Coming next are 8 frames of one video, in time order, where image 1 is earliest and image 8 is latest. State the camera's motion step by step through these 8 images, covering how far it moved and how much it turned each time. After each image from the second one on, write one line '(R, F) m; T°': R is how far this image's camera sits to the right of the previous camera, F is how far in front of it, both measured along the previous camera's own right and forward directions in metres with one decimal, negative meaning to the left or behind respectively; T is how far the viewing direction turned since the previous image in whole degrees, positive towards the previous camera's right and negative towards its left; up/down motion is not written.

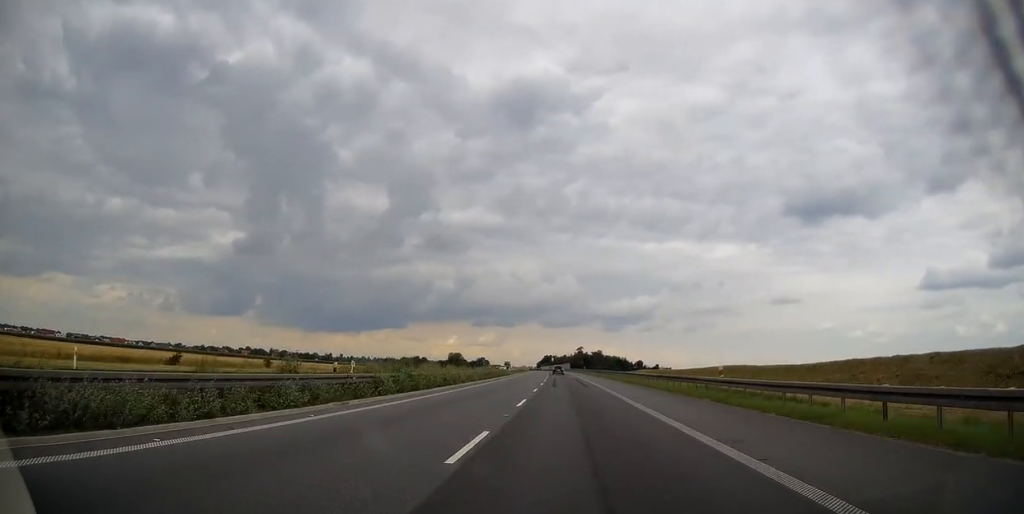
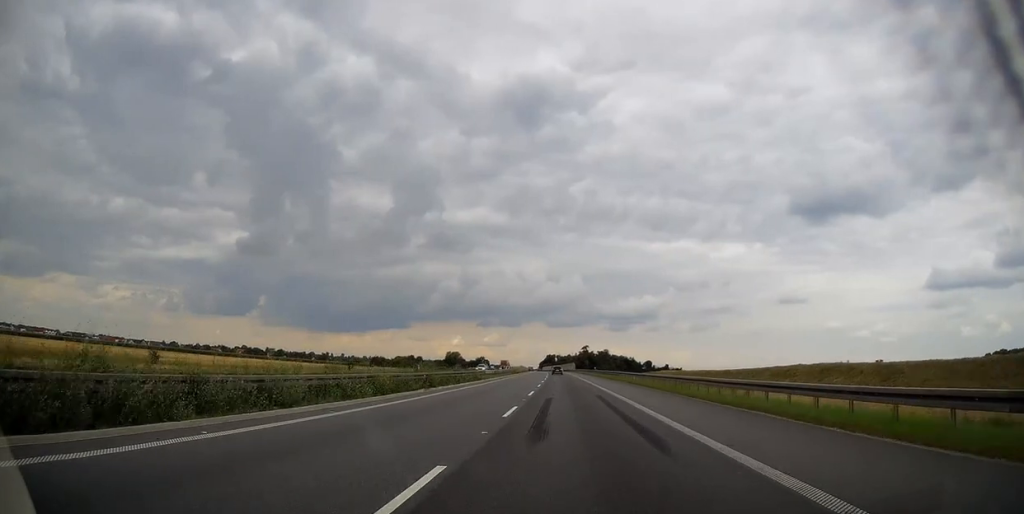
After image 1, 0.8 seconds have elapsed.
(-0.3, +28.4) m; 0°
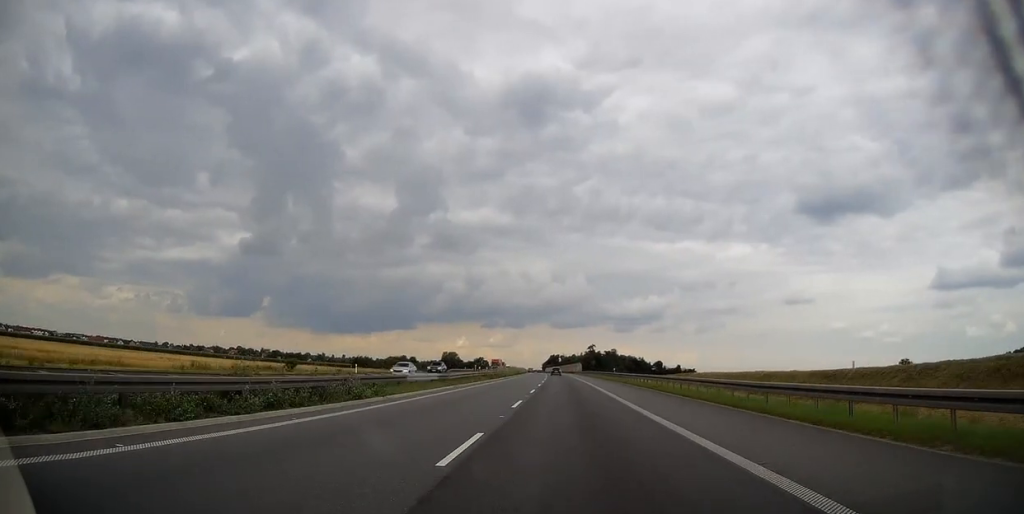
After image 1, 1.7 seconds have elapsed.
(0.0, +32.0) m; 0°
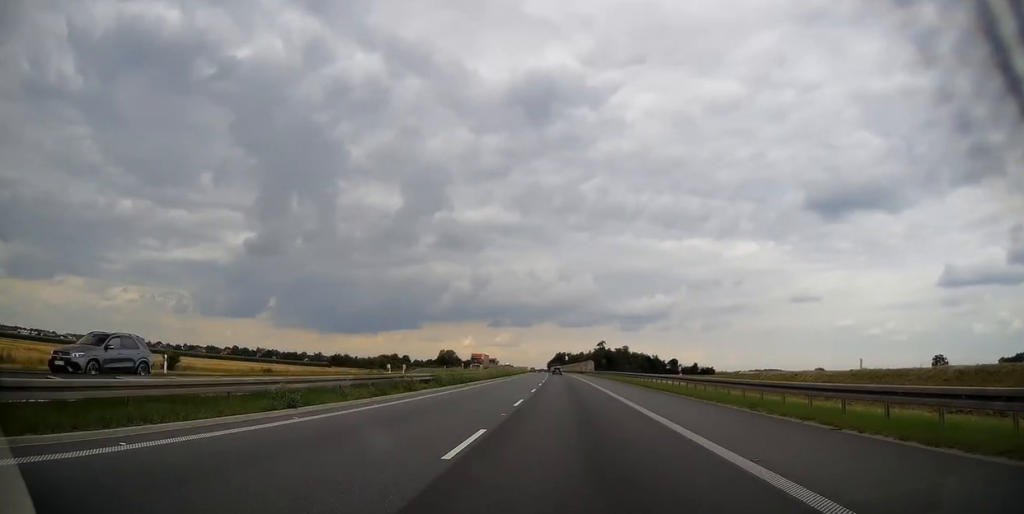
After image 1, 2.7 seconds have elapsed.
(-0.1, +35.6) m; -1°
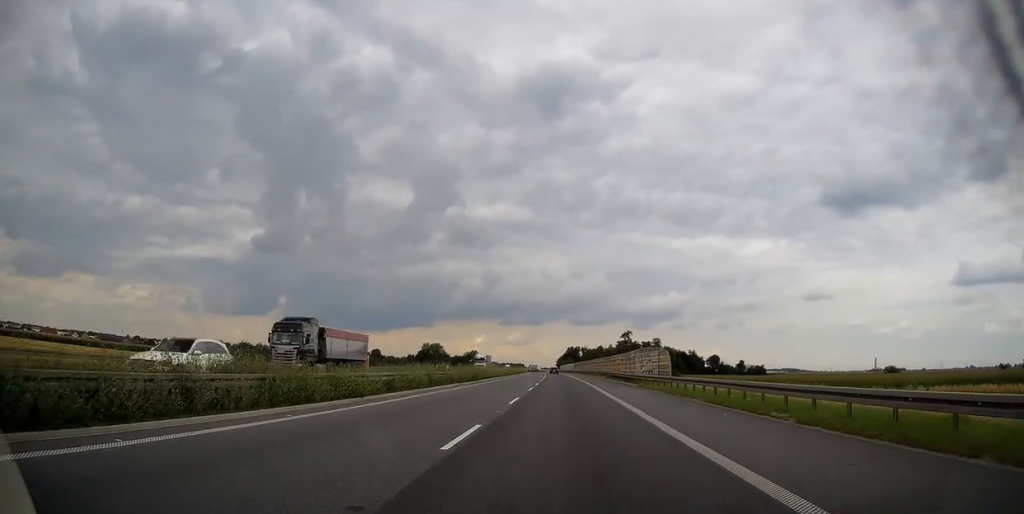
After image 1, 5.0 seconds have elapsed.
(-1.1, +83.3) m; -1°
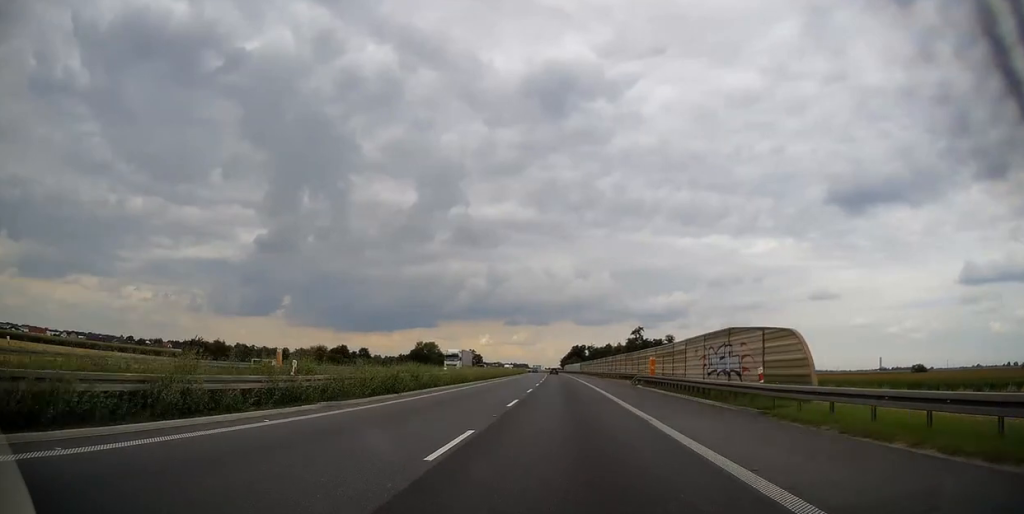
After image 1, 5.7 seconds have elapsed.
(-0.1, +25.1) m; 0°
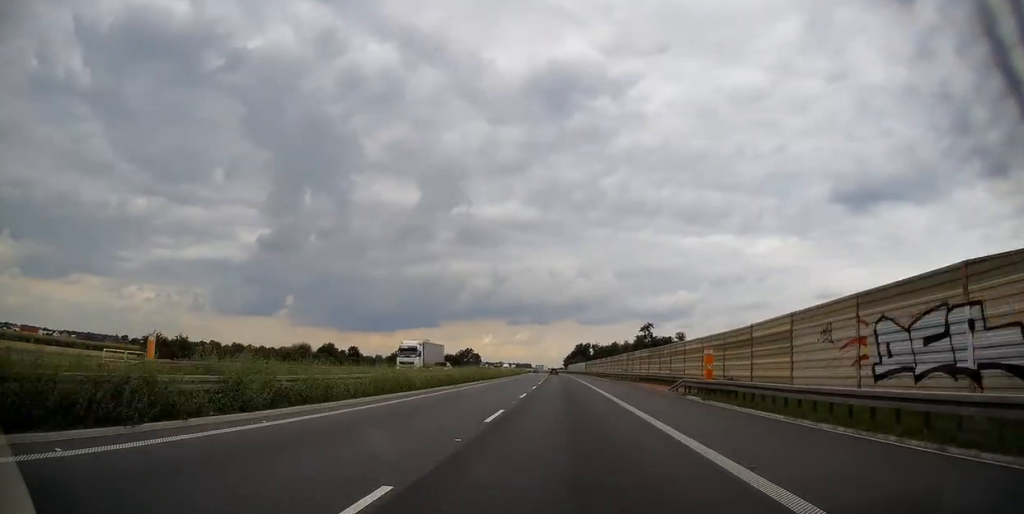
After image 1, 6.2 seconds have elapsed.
(0.0, +18.0) m; 0°
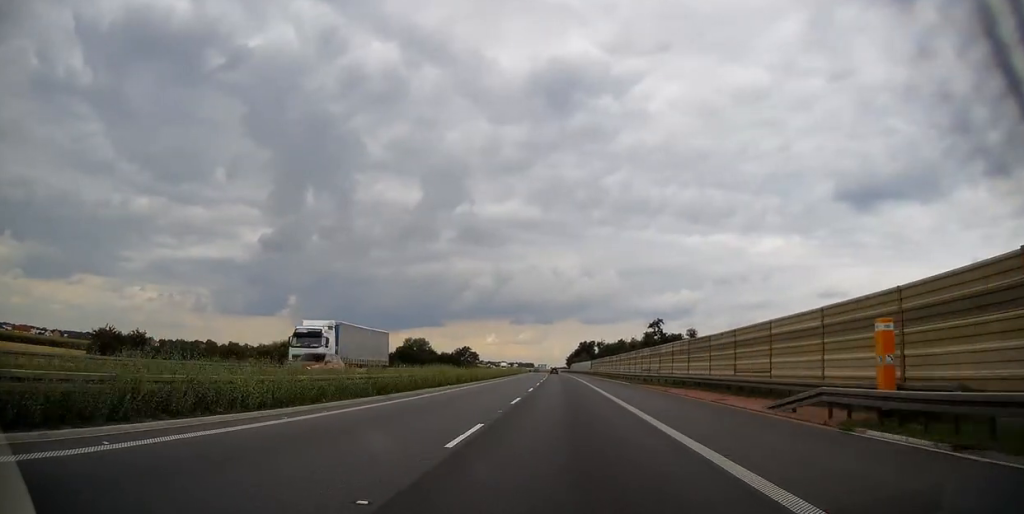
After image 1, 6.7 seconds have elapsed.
(0.0, +16.8) m; 0°
